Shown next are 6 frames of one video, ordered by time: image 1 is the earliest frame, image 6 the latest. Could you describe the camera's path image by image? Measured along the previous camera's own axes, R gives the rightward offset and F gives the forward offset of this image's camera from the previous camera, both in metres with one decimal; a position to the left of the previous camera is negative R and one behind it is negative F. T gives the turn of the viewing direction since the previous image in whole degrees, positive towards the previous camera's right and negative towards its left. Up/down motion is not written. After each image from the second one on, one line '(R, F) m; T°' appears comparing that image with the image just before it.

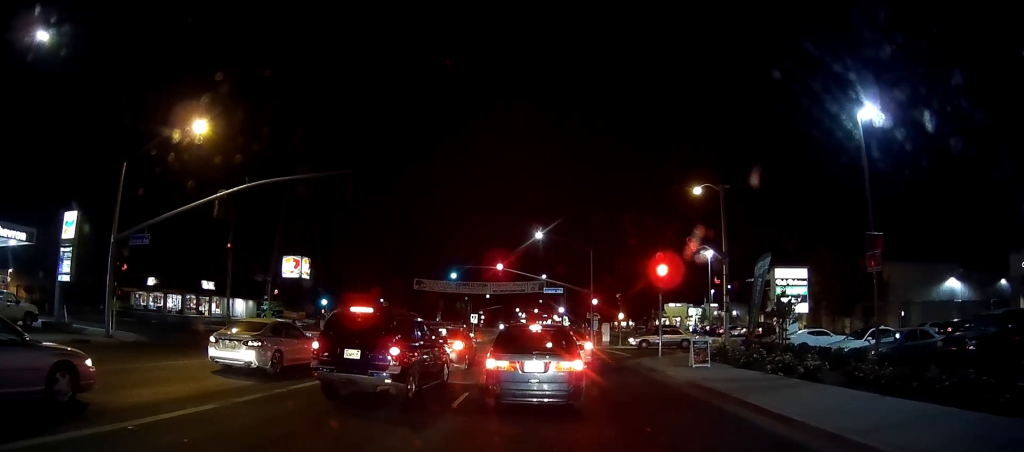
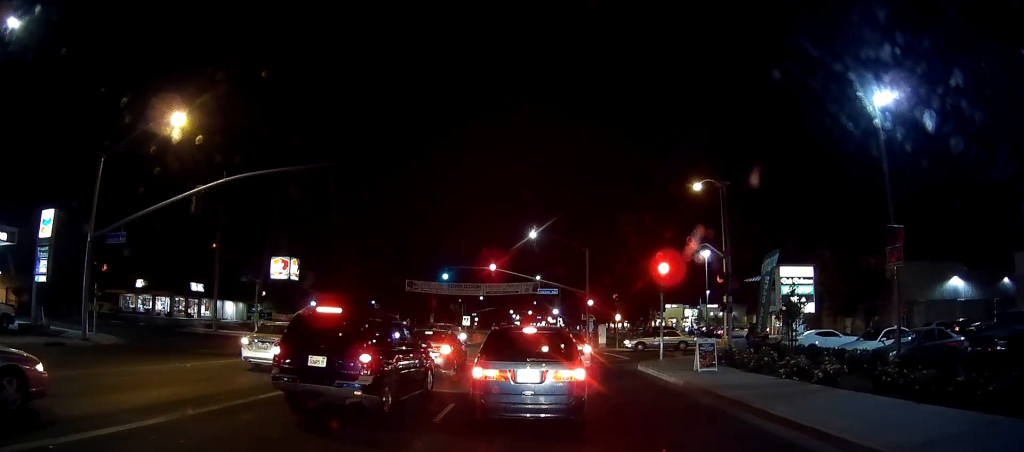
(0.0, +1.2) m; 0°
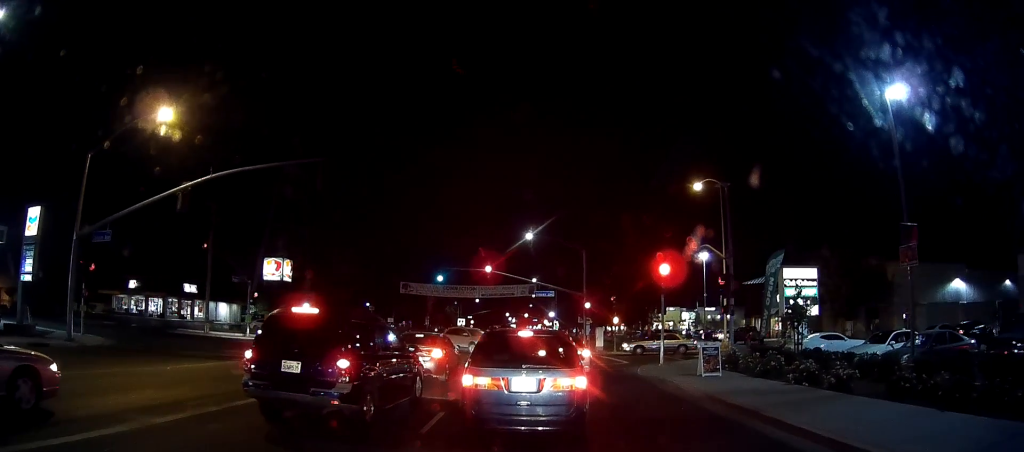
(0.0, +0.8) m; 0°
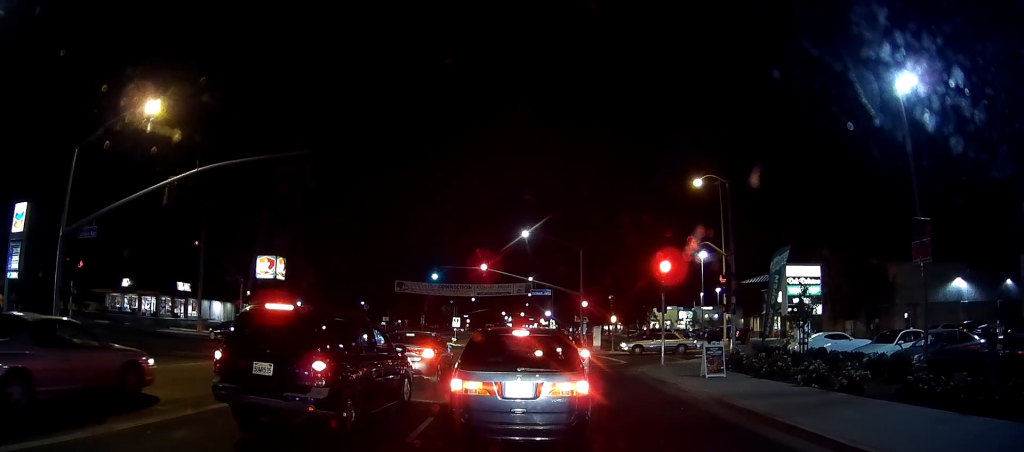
(0.0, +0.6) m; 0°
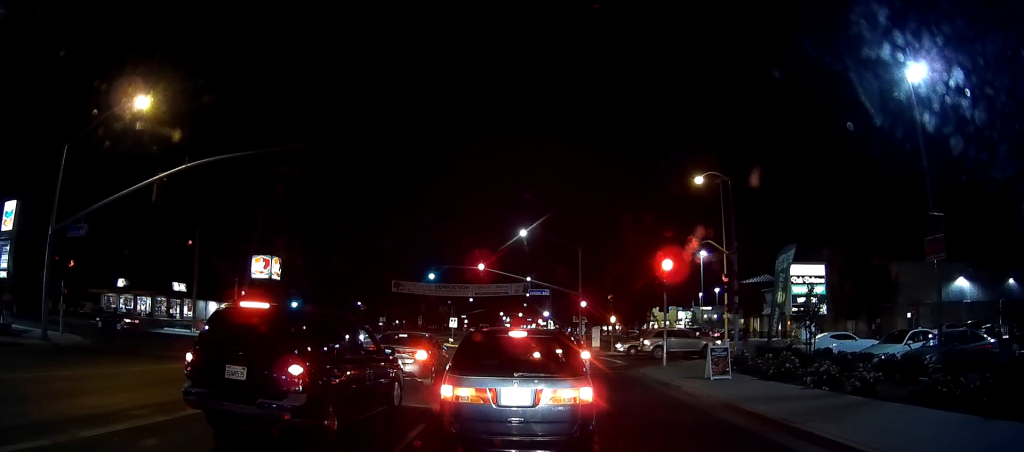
(0.0, +0.4) m; 0°
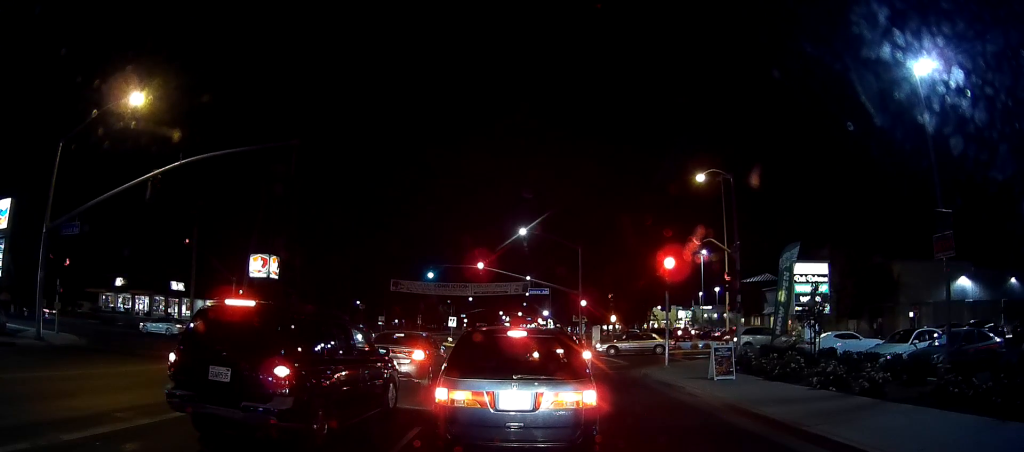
(0.0, +0.2) m; 0°
